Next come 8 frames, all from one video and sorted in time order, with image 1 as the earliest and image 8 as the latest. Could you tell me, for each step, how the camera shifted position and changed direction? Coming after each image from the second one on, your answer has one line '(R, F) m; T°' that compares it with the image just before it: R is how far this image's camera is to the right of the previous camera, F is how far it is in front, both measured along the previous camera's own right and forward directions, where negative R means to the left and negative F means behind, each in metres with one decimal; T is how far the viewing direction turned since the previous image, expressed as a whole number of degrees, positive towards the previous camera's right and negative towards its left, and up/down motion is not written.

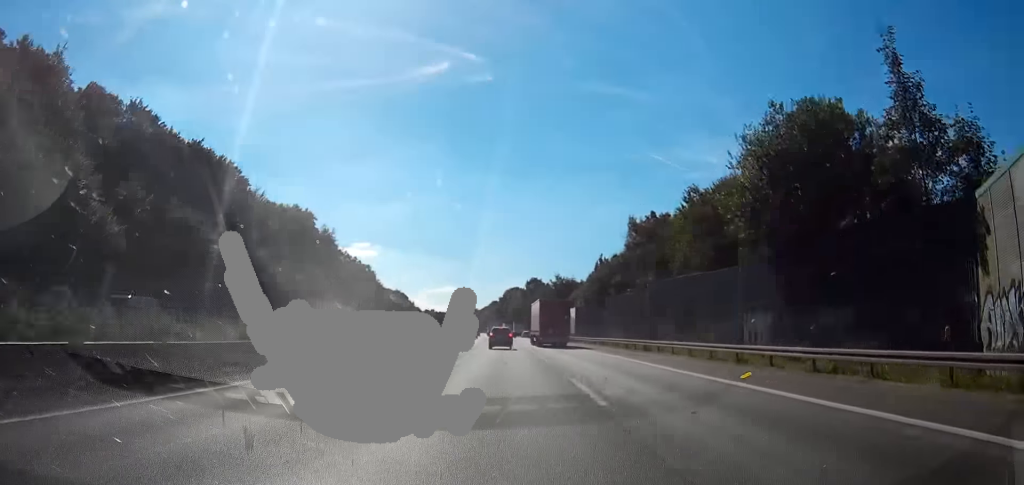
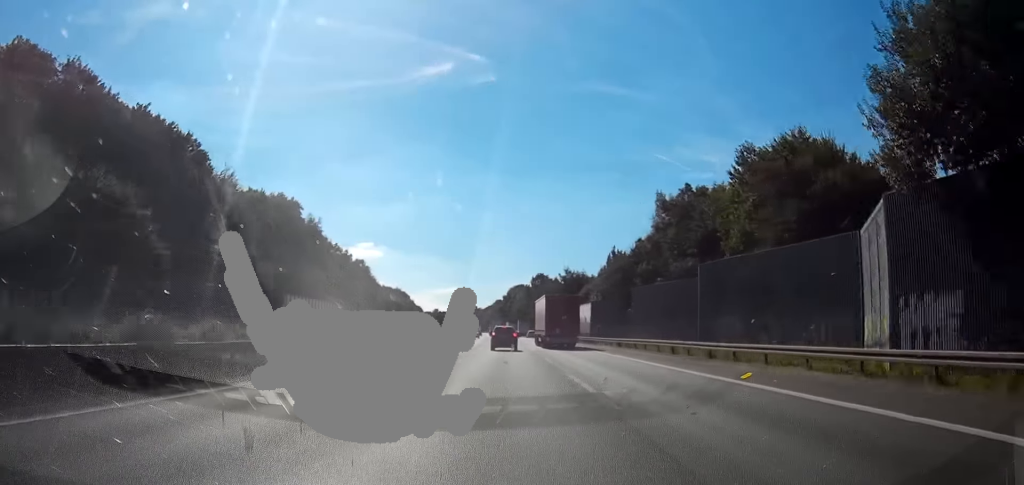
(-0.1, +12.3) m; 0°
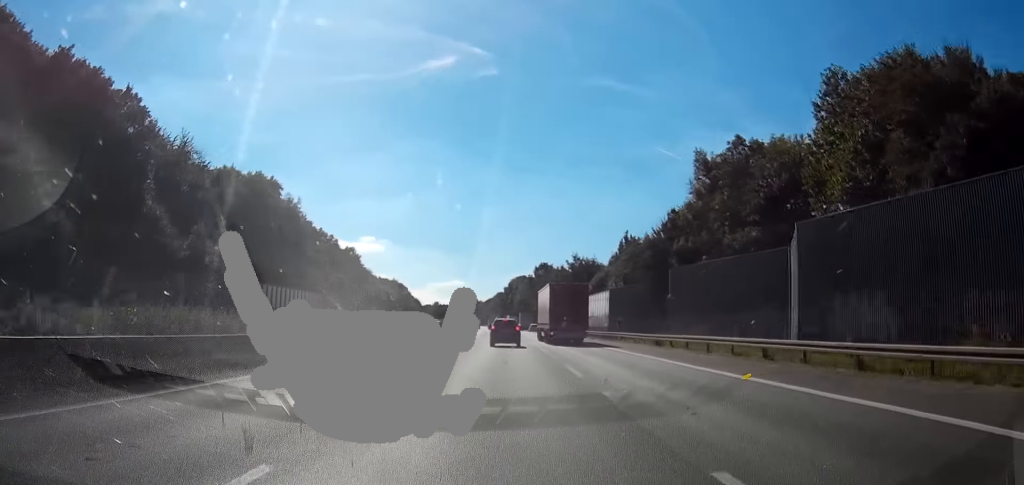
(0.0, +12.4) m; 0°
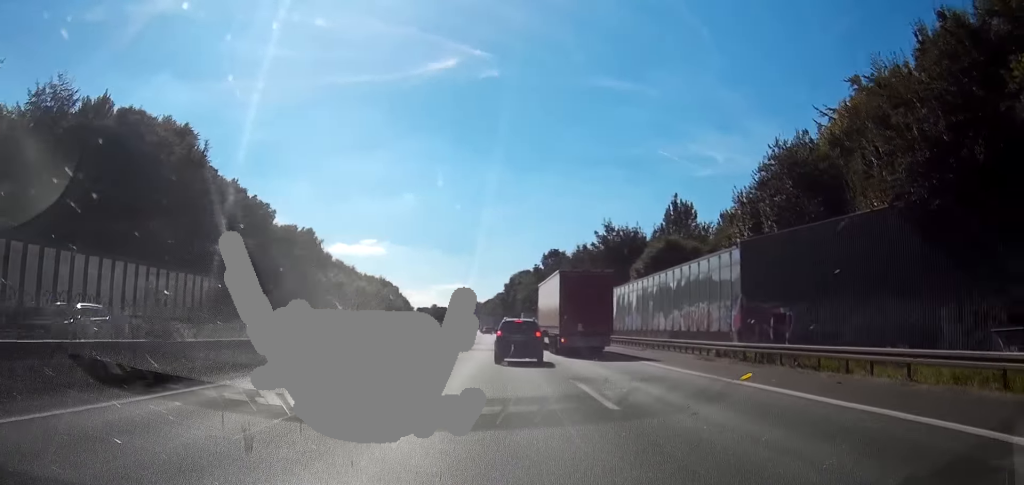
(0.0, +35.7) m; 0°
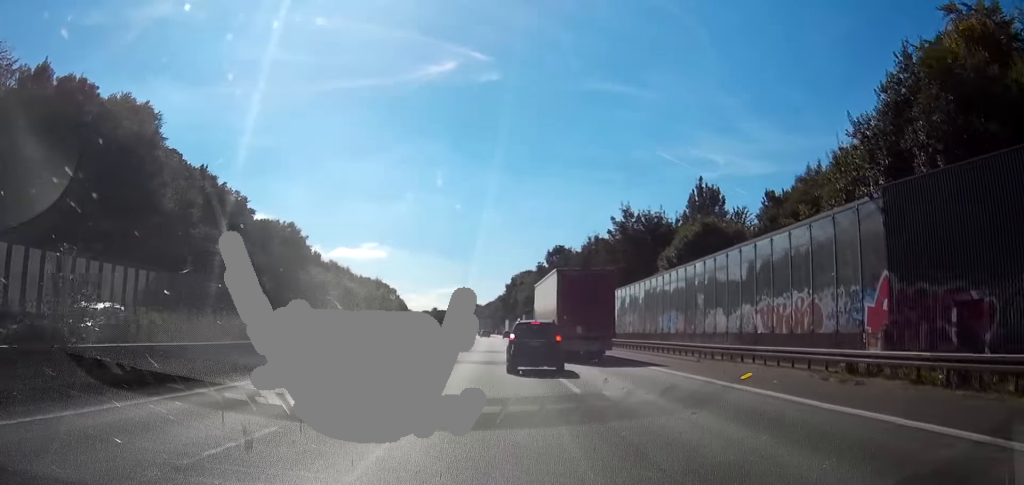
(0.0, +13.6) m; 0°
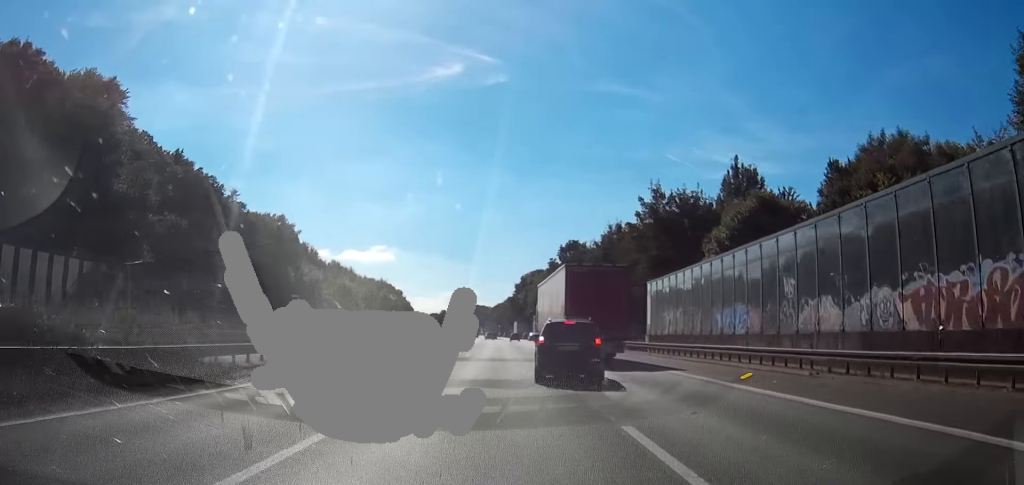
(0.0, +12.0) m; 0°
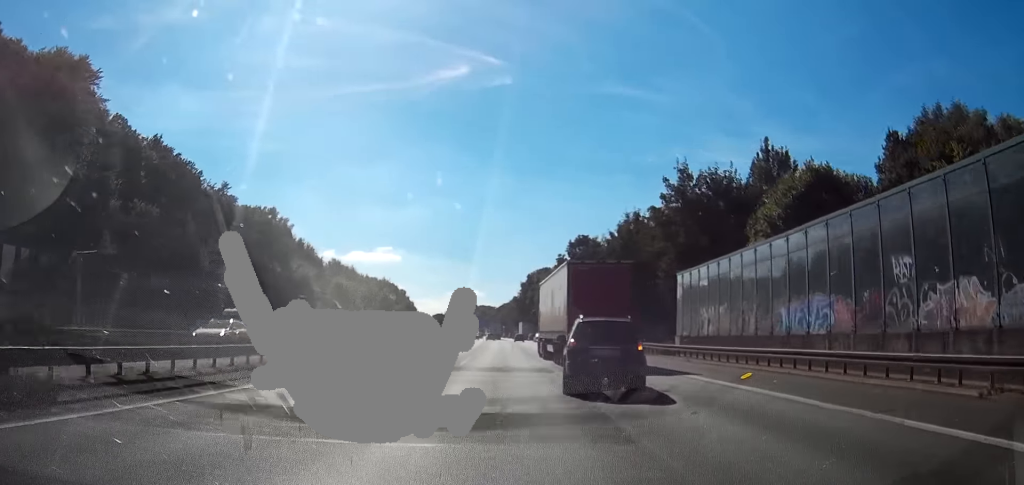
(0.0, +8.3) m; 0°
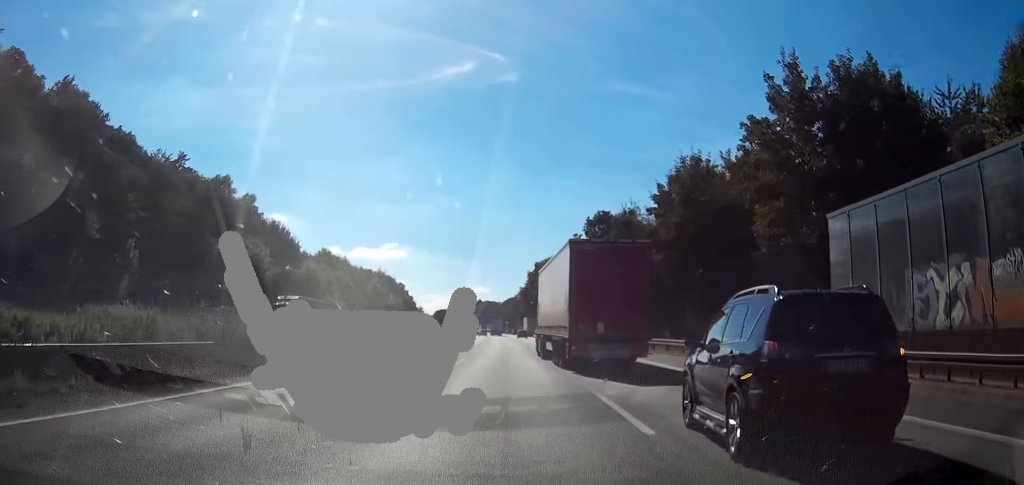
(0.0, +21.7) m; 0°
